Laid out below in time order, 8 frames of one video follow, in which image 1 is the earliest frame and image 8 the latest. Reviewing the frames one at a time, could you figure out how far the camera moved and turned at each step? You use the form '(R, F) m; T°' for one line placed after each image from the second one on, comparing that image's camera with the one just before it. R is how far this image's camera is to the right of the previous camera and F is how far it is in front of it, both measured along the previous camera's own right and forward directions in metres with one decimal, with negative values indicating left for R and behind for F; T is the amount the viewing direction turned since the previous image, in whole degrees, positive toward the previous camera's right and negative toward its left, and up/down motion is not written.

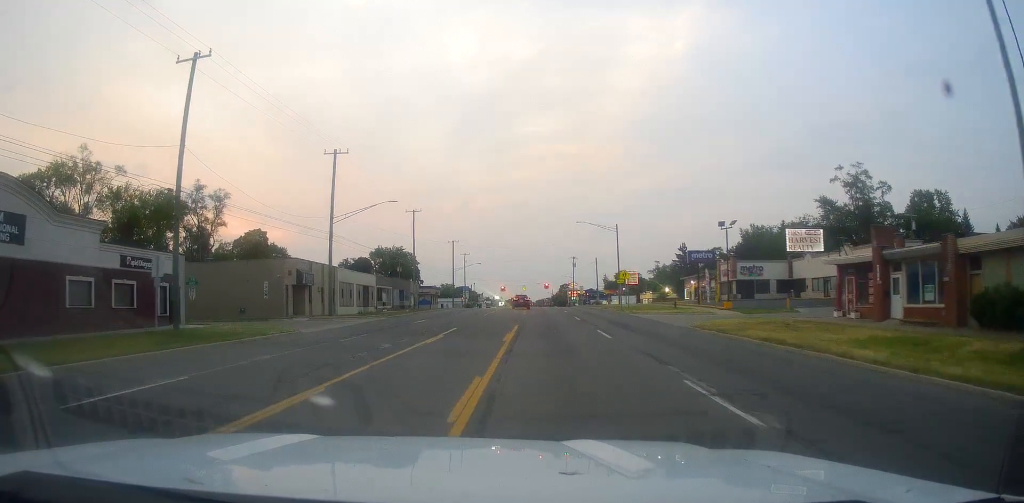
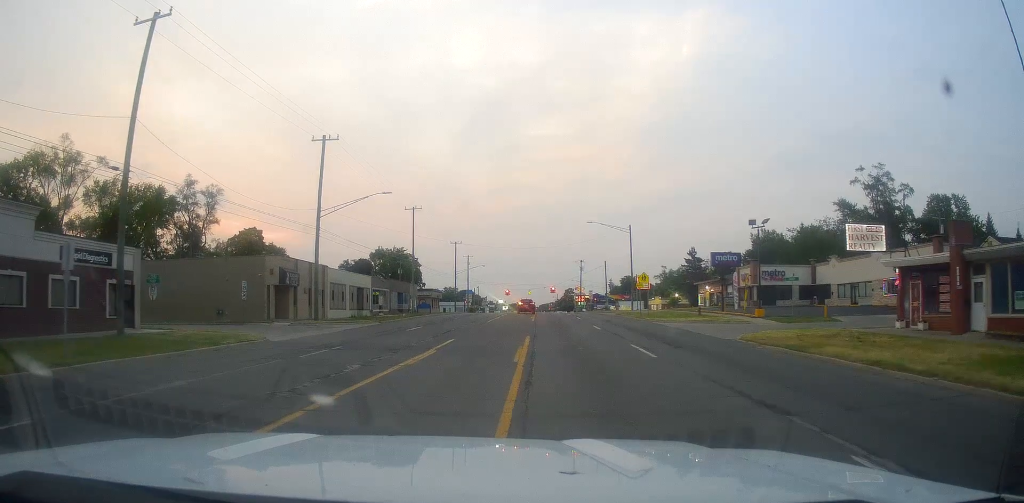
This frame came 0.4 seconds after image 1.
(-0.1, +7.3) m; -1°
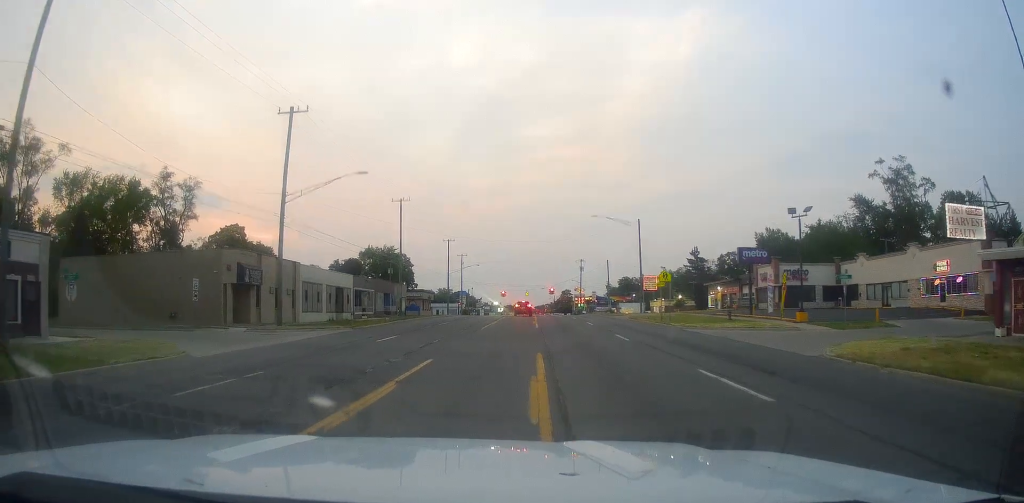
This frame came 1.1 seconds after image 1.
(0.0, +10.0) m; -2°
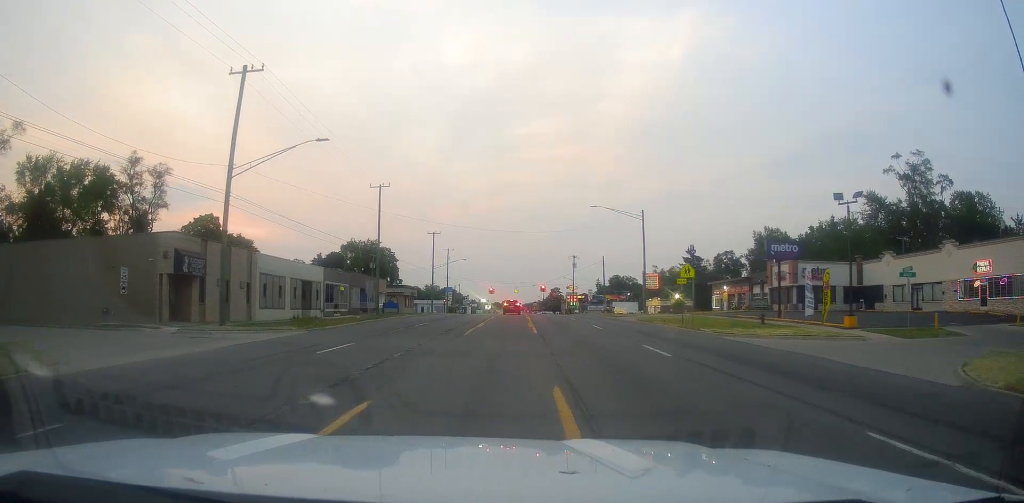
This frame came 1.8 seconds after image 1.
(-0.2, +9.9) m; 0°
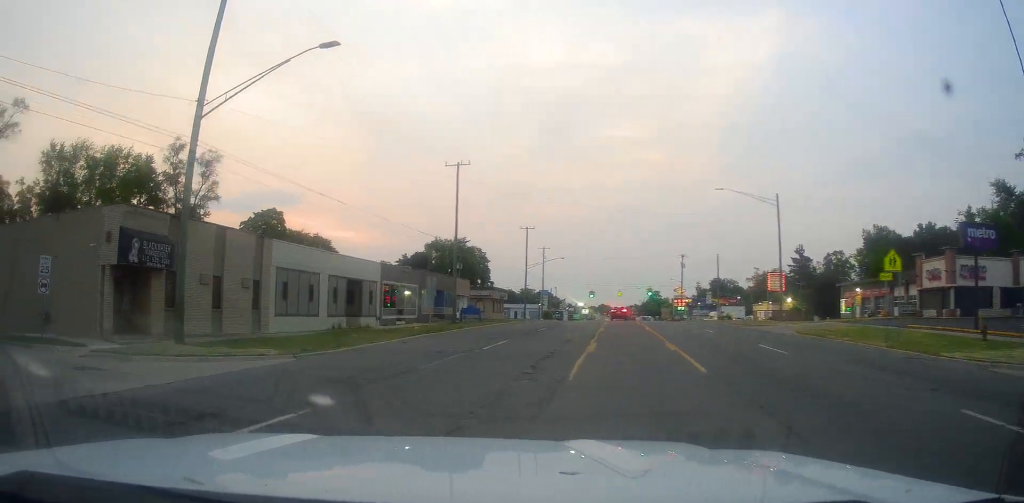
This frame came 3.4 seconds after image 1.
(+0.6, +18.8) m; +1°
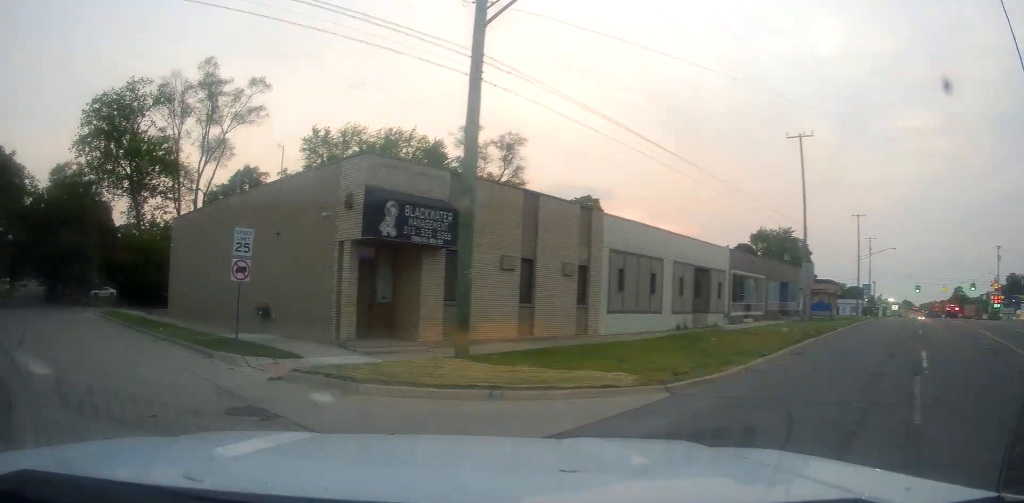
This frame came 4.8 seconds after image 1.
(-1.8, +11.3) m; -23°
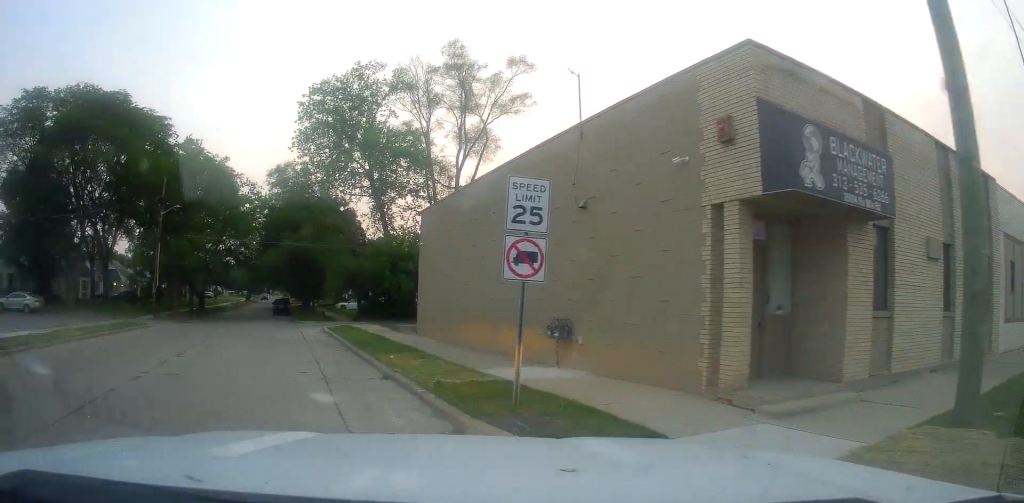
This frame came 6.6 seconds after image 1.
(-2.8, +9.1) m; -34°
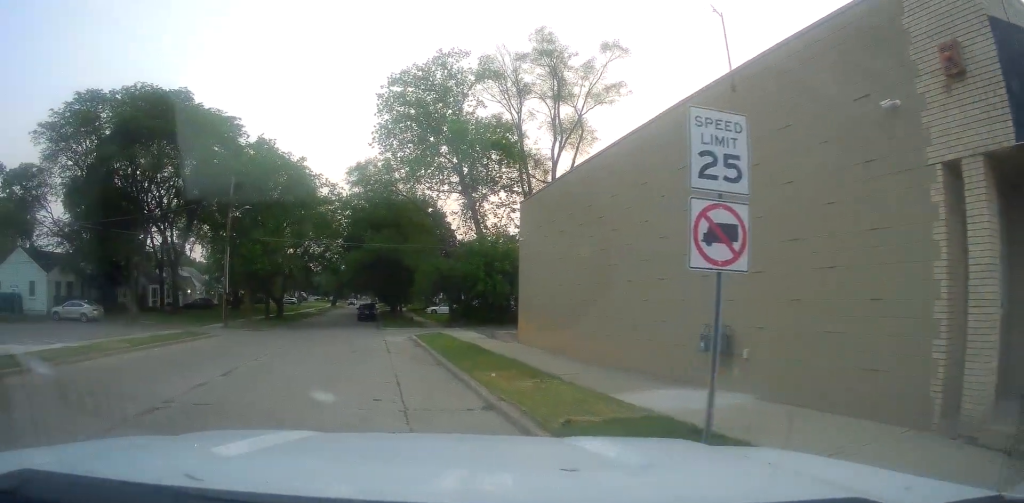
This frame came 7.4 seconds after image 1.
(-0.6, +4.0) m; -12°
